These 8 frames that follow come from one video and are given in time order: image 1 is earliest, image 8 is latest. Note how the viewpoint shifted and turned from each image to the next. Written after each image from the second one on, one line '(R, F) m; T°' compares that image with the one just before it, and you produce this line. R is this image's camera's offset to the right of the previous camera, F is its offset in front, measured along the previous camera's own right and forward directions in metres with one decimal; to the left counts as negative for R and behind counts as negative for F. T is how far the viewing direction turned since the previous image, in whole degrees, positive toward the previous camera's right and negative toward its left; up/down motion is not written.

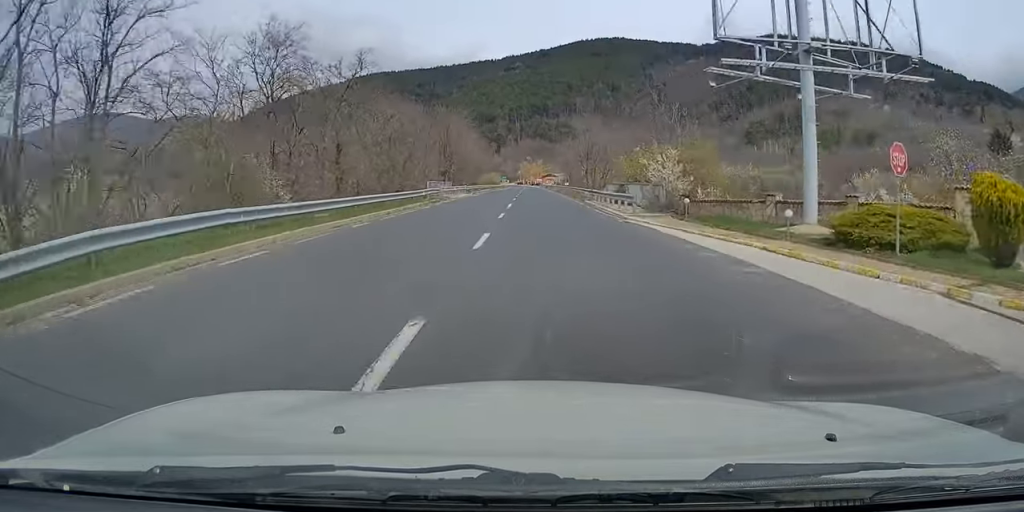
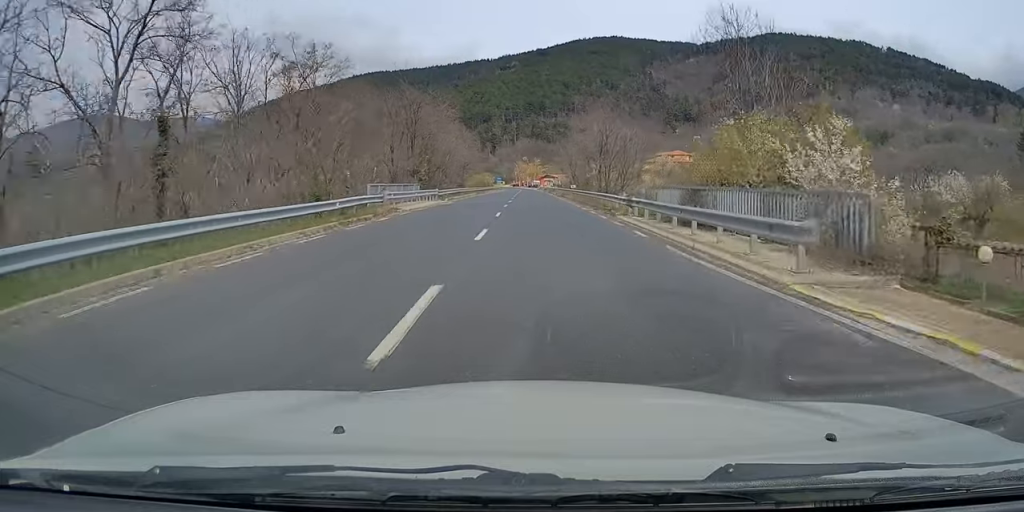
(-0.1, +15.9) m; 0°
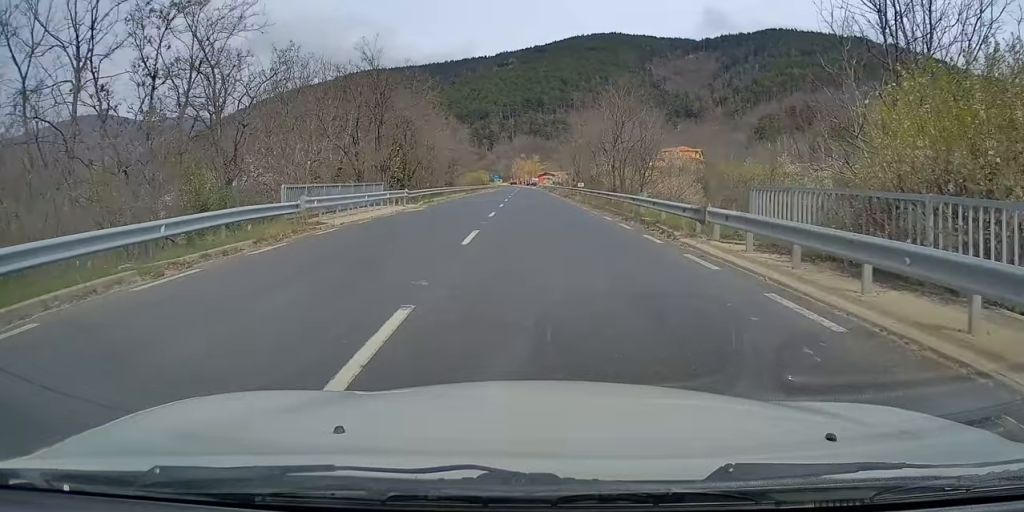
(+0.1, +10.3) m; 0°
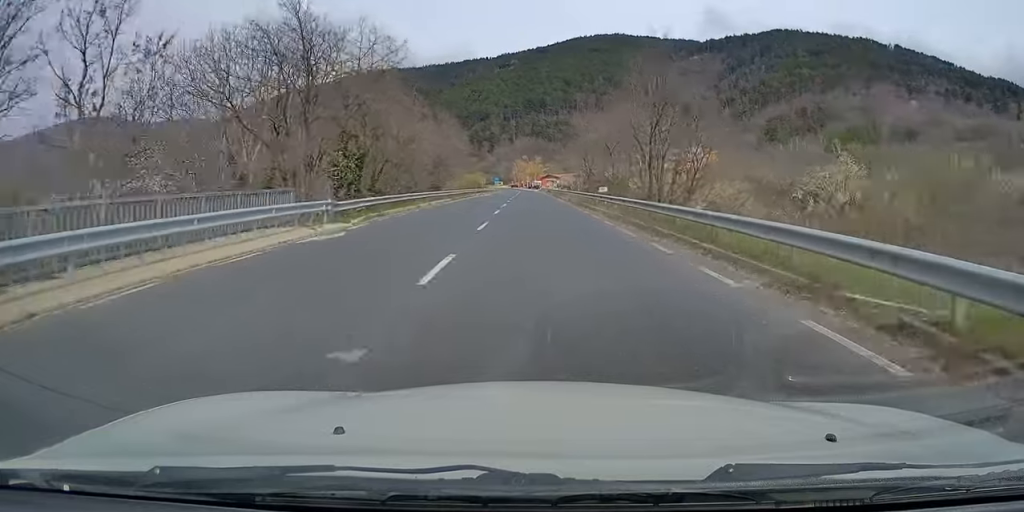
(0.0, +13.3) m; 0°
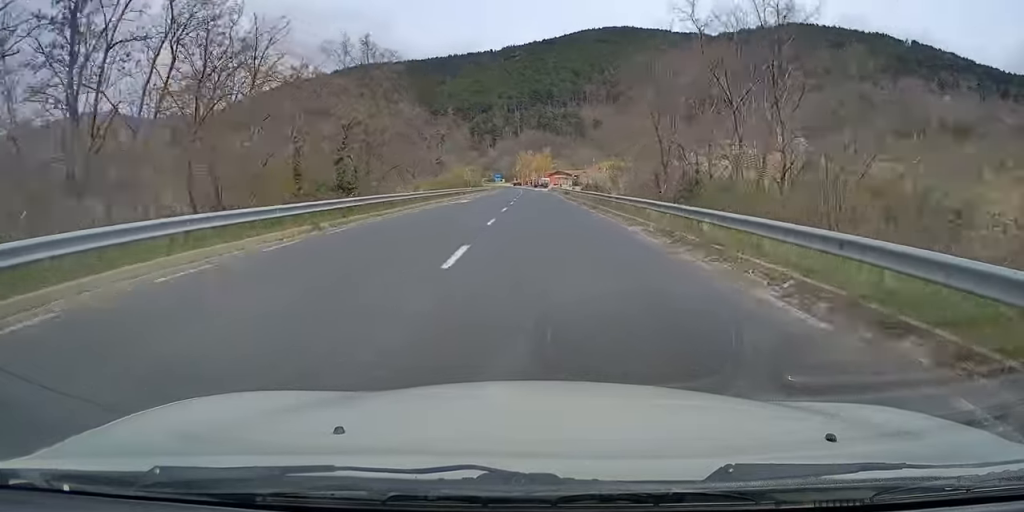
(-0.4, +34.3) m; 0°
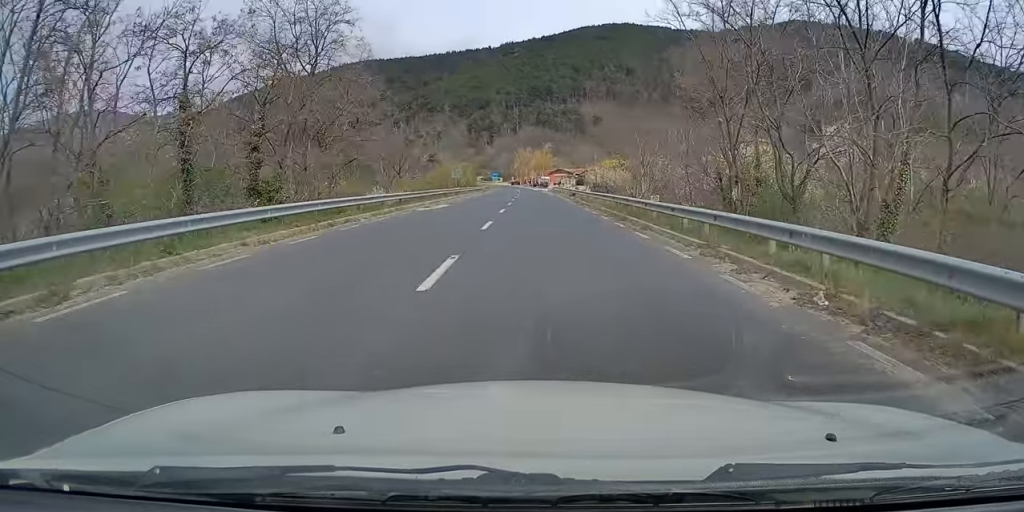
(+0.2, +10.4) m; 0°
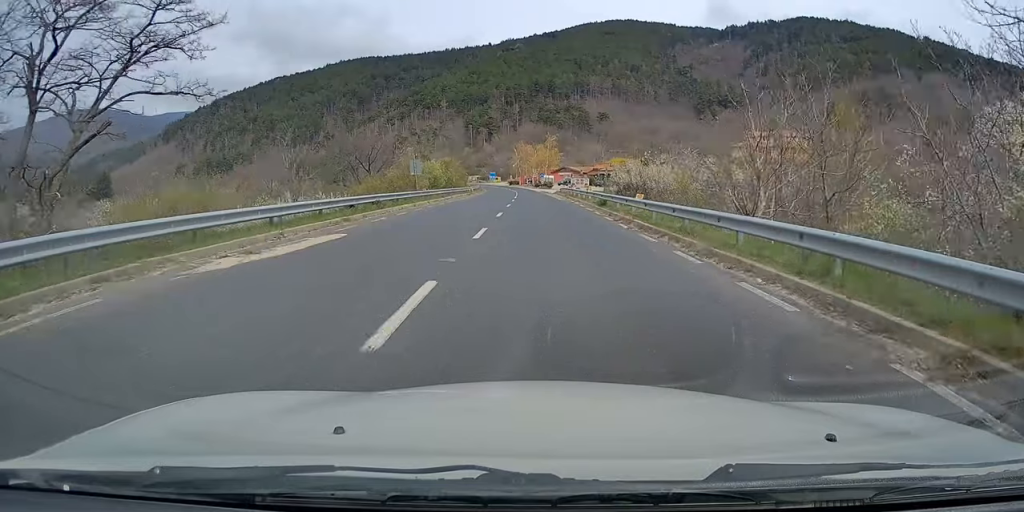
(-0.1, +20.7) m; -1°
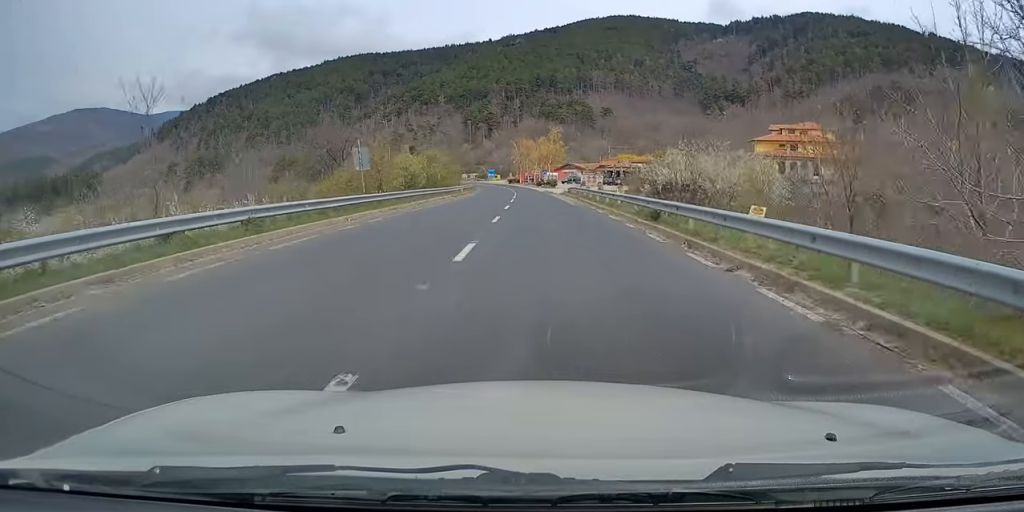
(-0.1, +12.5) m; 0°
